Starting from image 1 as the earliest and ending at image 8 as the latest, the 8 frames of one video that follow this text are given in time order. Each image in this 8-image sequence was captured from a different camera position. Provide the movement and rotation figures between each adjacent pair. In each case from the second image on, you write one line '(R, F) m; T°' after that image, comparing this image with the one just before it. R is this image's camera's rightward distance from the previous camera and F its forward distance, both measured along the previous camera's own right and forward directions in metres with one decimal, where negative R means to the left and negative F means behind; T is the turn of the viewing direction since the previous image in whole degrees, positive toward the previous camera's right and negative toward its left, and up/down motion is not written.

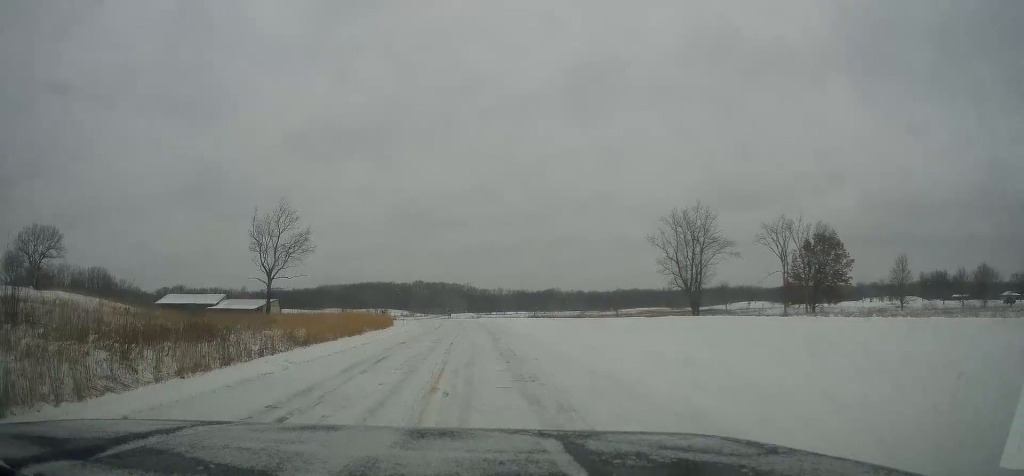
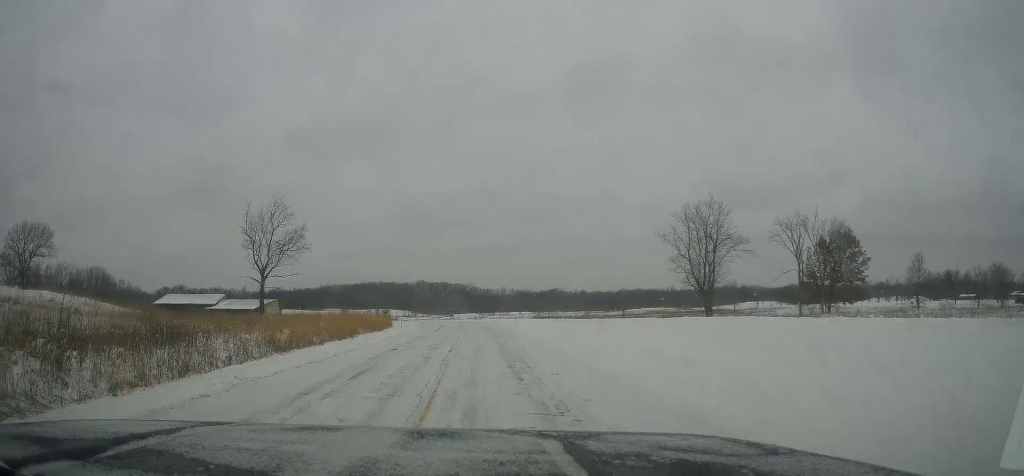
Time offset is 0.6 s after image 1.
(-0.1, +3.9) m; 0°
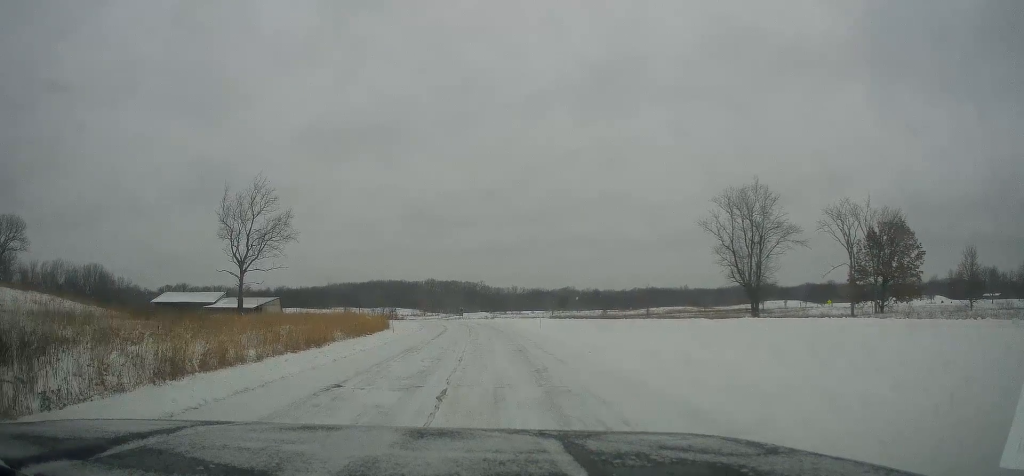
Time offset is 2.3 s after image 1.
(+0.2, +10.9) m; +3°
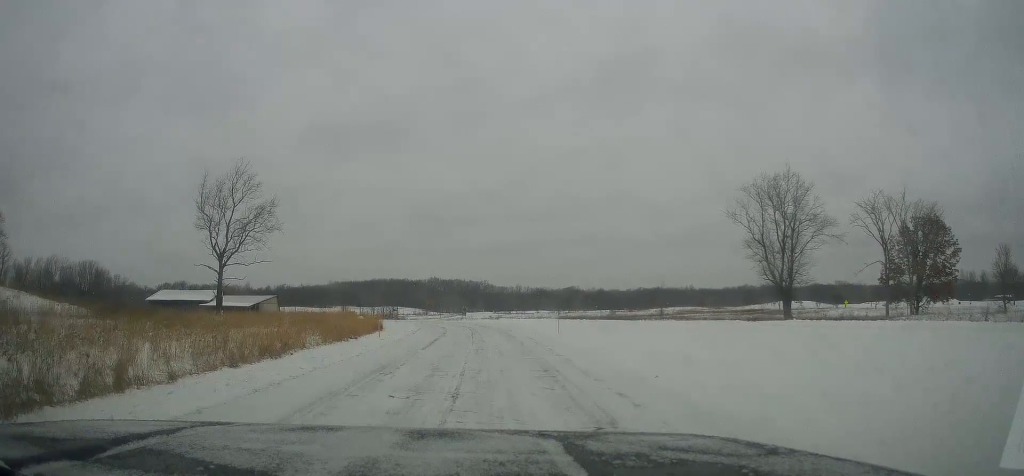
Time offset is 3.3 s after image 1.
(-0.2, +7.1) m; 0°
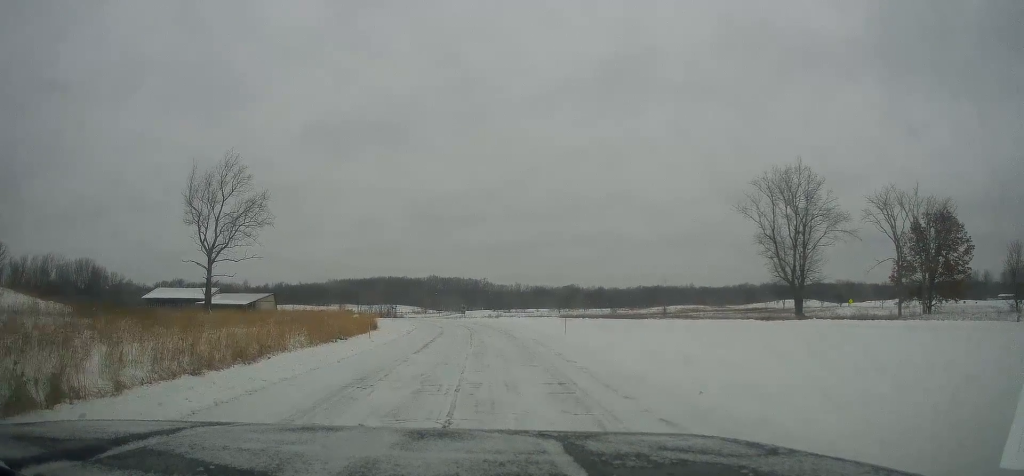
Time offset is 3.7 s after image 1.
(+0.2, +2.8) m; -2°
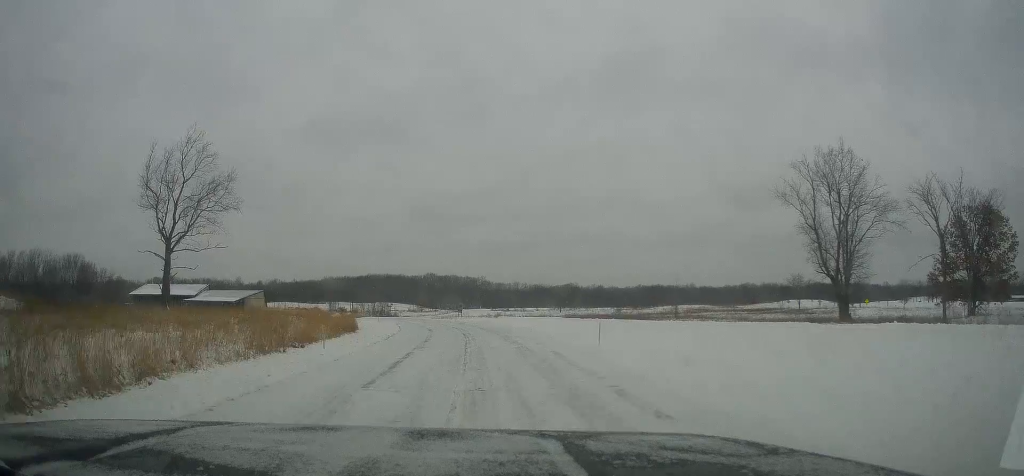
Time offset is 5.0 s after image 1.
(-0.5, +8.9) m; -2°
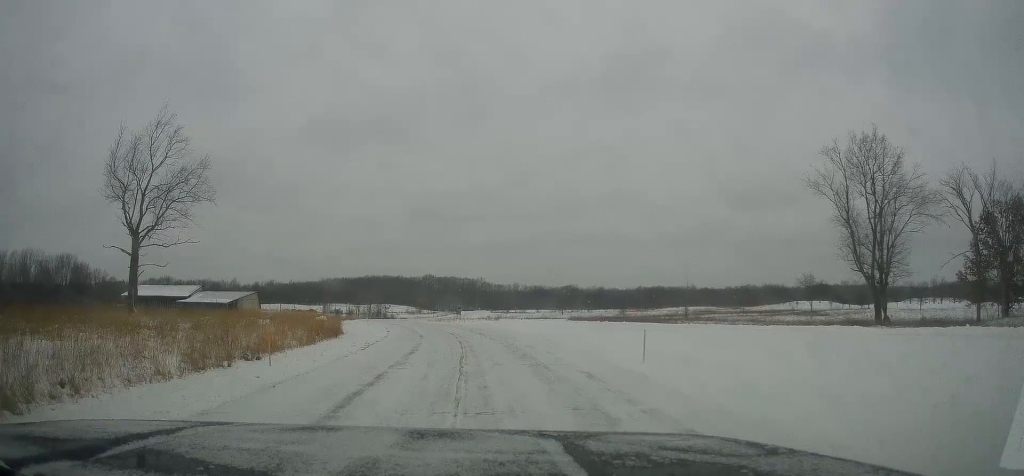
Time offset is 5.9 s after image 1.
(+0.3, +5.7) m; +5°
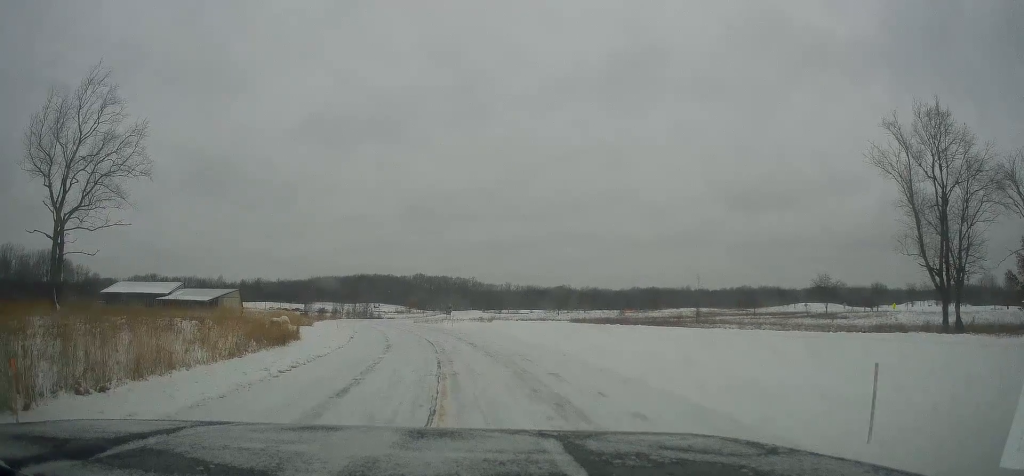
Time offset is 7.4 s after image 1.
(+0.3, +9.9) m; -1°
